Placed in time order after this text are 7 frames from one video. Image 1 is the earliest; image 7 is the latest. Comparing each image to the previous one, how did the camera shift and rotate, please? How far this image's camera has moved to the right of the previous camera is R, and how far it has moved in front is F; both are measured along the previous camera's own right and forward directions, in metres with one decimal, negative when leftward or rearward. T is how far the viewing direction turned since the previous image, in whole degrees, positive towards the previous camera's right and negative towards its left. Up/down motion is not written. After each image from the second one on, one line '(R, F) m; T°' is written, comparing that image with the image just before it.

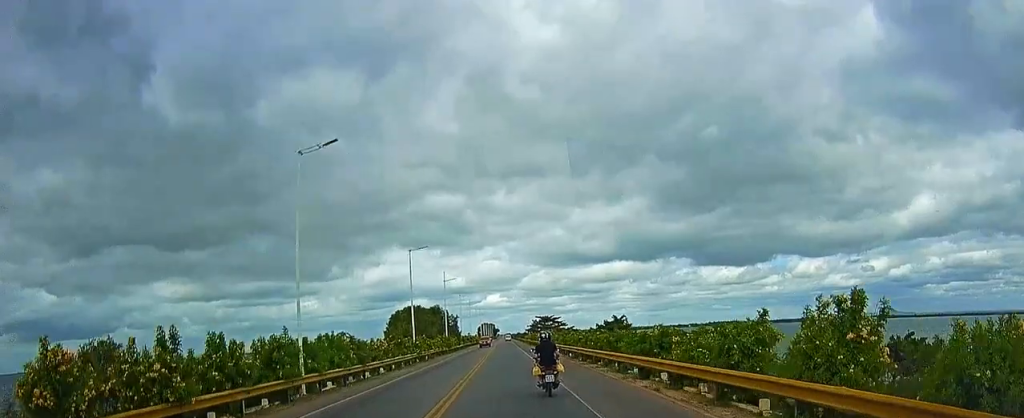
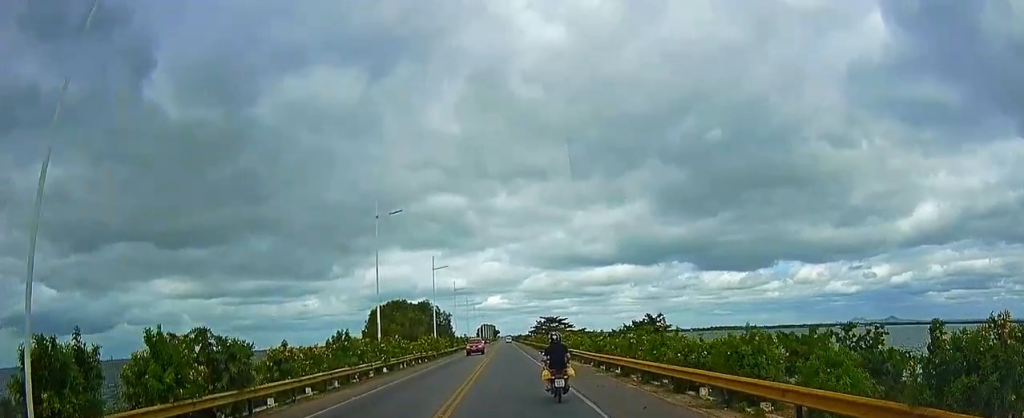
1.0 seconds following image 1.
(0.0, +16.0) m; +1°
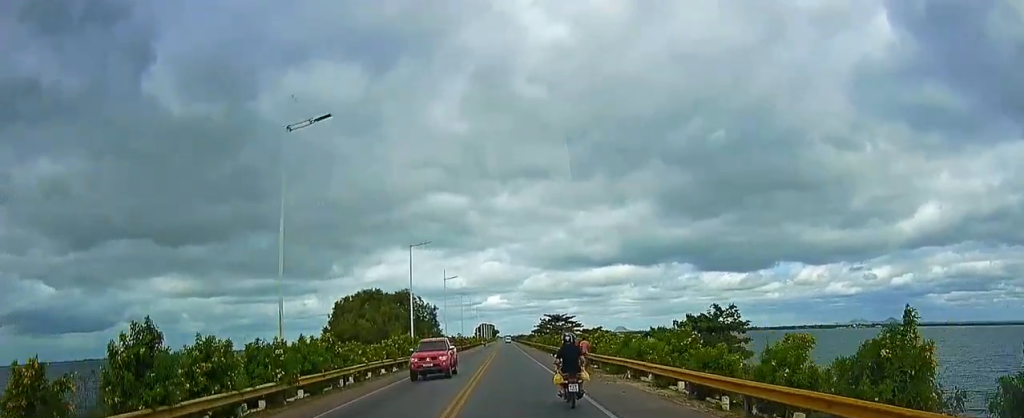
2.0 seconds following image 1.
(+0.3, +17.6) m; 0°
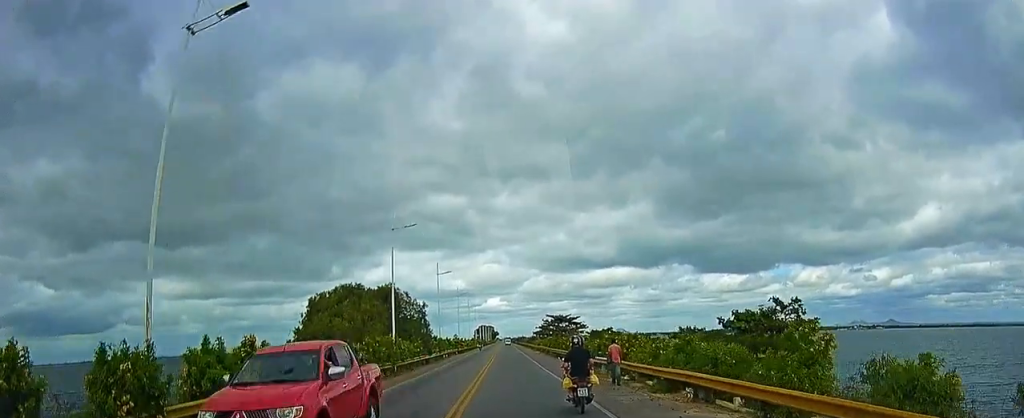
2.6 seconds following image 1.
(+0.1, +8.8) m; -1°
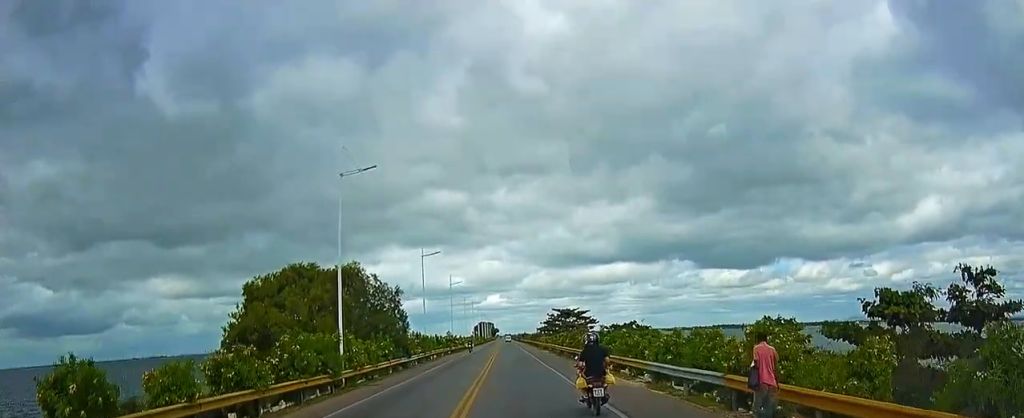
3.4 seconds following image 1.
(-0.4, +14.4) m; -2°
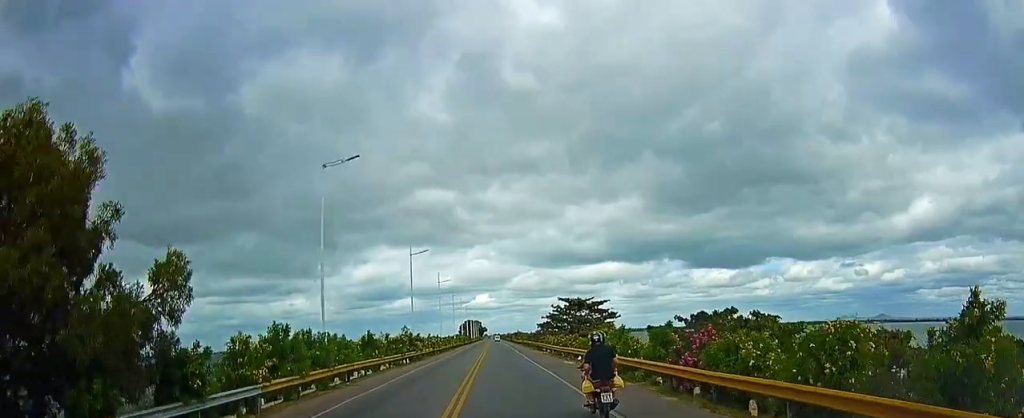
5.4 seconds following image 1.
(+0.5, +31.9) m; +2°
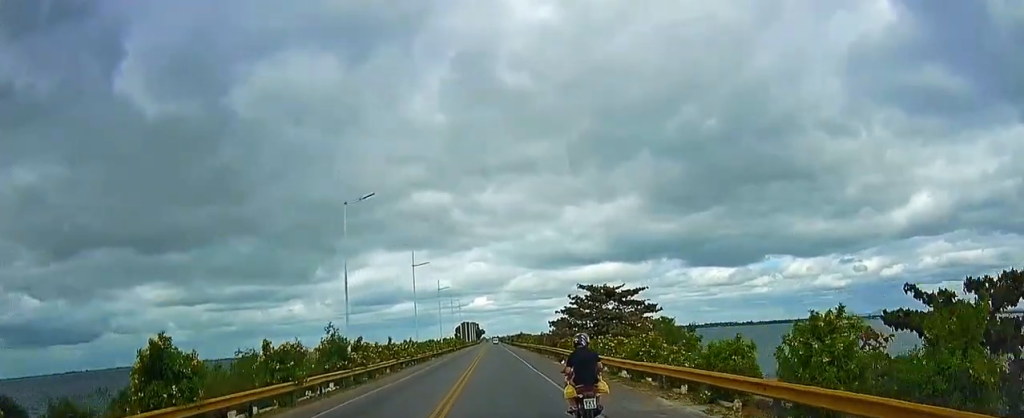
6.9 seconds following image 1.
(-0.3, +24.6) m; 0°
